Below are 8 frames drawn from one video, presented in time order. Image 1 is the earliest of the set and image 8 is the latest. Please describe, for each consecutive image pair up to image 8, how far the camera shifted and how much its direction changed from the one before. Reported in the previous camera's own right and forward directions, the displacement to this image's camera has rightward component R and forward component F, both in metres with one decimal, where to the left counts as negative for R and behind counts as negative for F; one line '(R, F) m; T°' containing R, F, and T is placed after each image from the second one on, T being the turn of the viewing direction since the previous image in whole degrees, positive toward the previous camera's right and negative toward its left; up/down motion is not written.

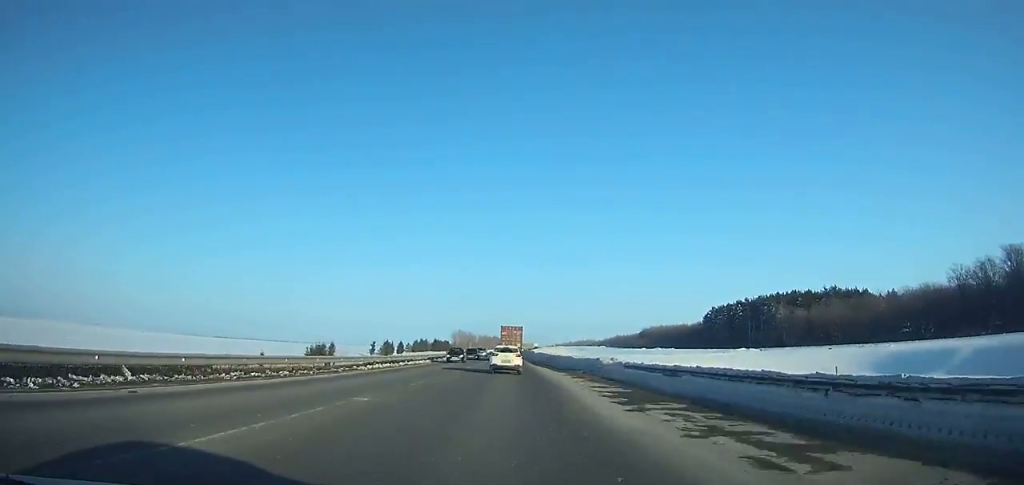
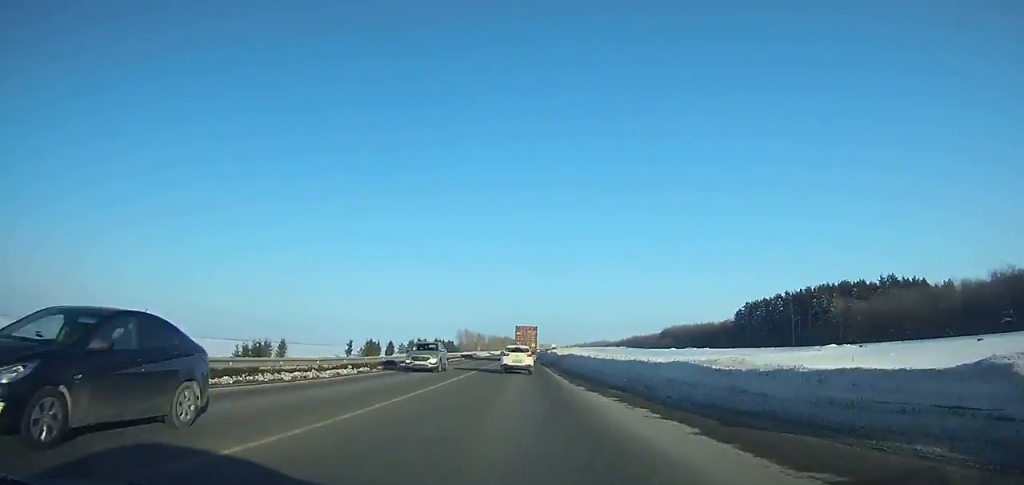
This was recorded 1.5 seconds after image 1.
(-0.2, +34.2) m; 0°
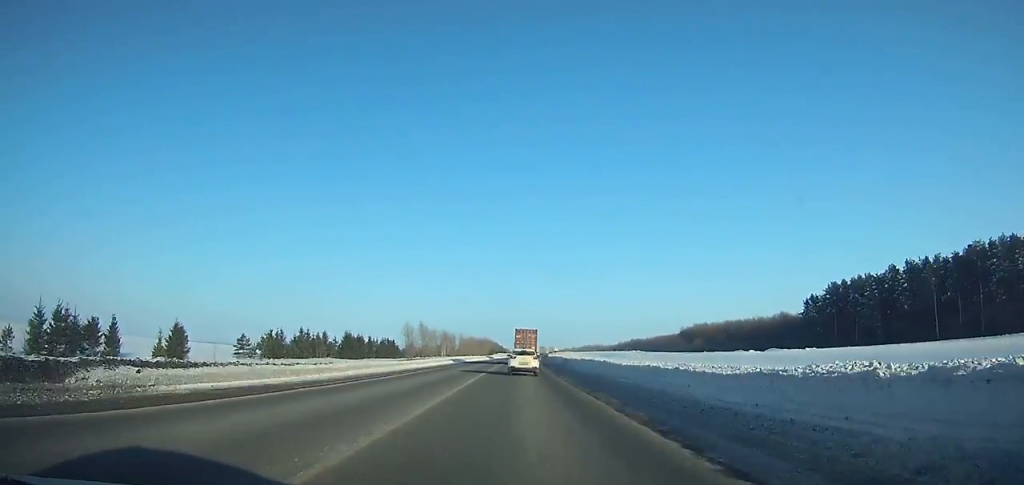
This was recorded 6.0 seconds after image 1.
(+0.6, +102.8) m; +1°
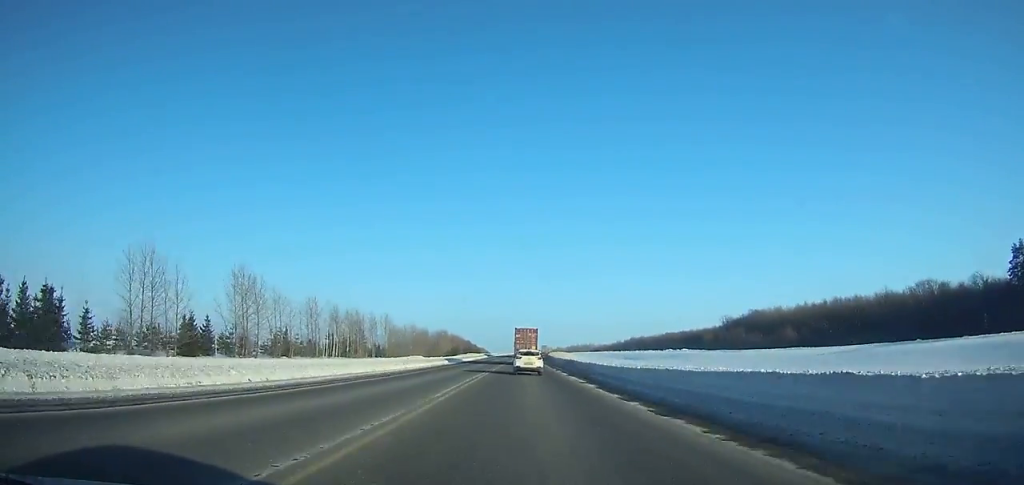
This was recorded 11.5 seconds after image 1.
(+2.4, +126.4) m; +2°
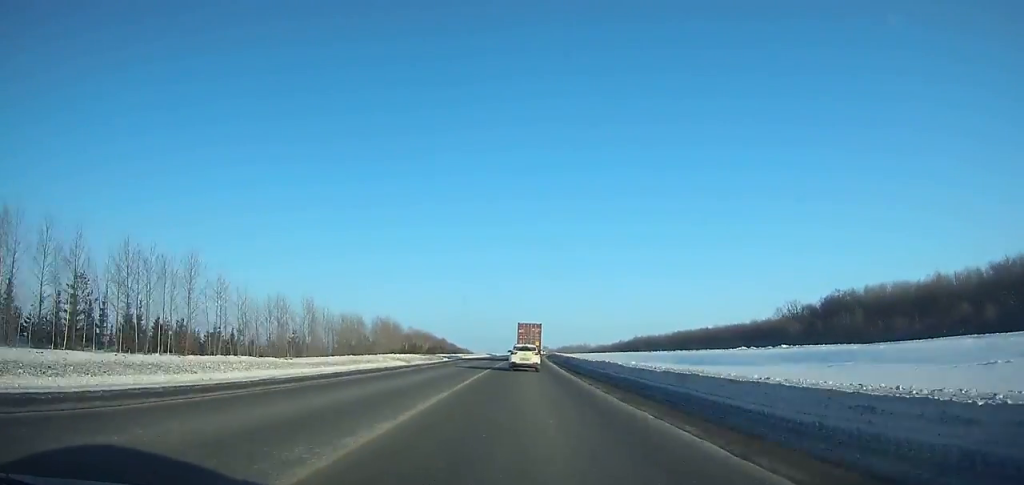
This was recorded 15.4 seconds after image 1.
(+1.2, +89.5) m; +1°
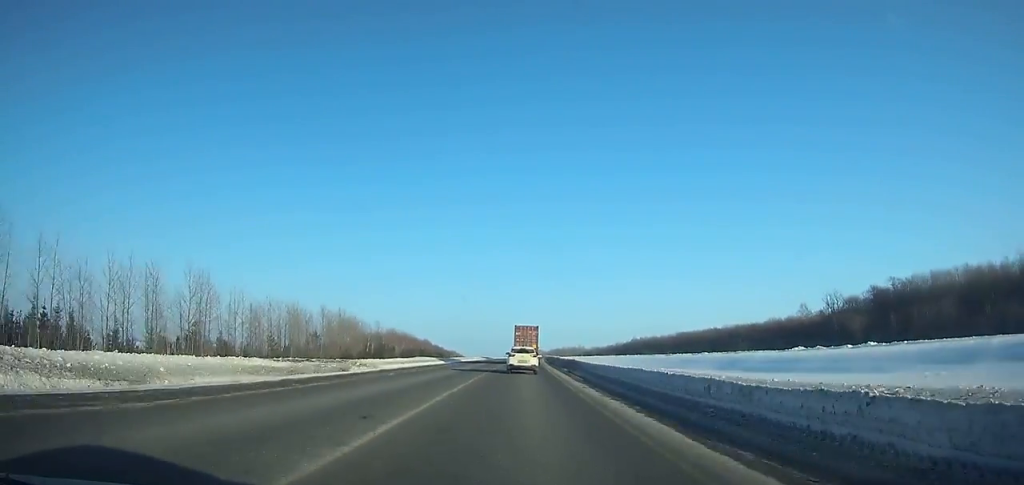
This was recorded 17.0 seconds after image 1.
(+0.3, +36.5) m; +1°
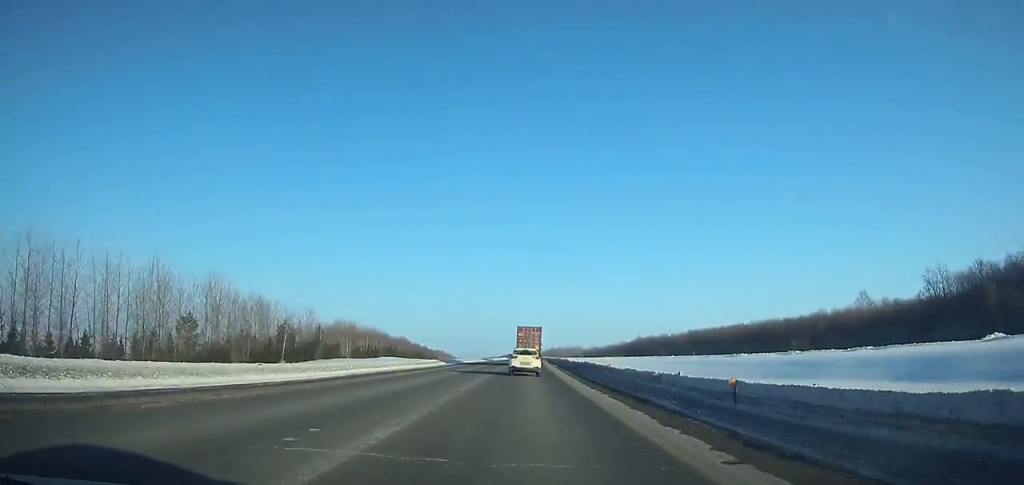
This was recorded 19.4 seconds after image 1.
(+0.3, +54.3) m; +1°
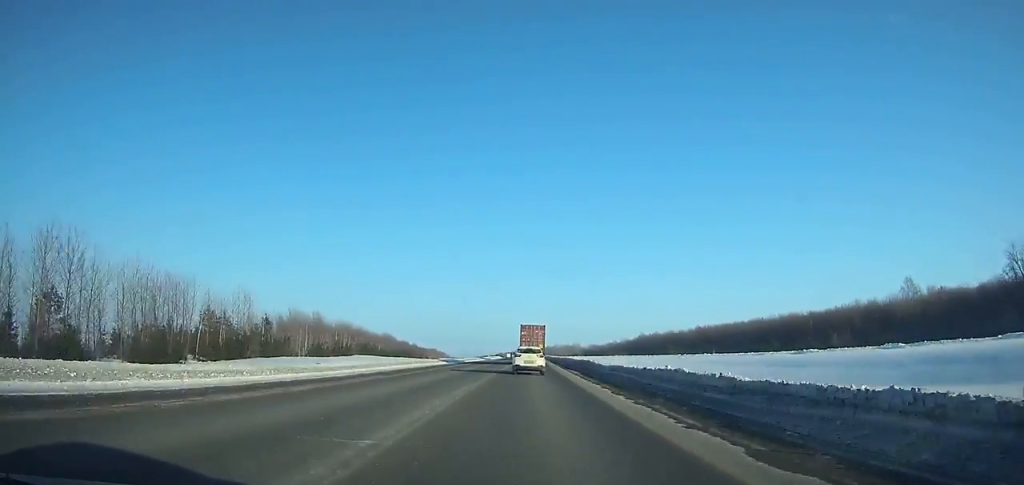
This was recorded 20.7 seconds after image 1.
(+0.1, +29.2) m; 0°
